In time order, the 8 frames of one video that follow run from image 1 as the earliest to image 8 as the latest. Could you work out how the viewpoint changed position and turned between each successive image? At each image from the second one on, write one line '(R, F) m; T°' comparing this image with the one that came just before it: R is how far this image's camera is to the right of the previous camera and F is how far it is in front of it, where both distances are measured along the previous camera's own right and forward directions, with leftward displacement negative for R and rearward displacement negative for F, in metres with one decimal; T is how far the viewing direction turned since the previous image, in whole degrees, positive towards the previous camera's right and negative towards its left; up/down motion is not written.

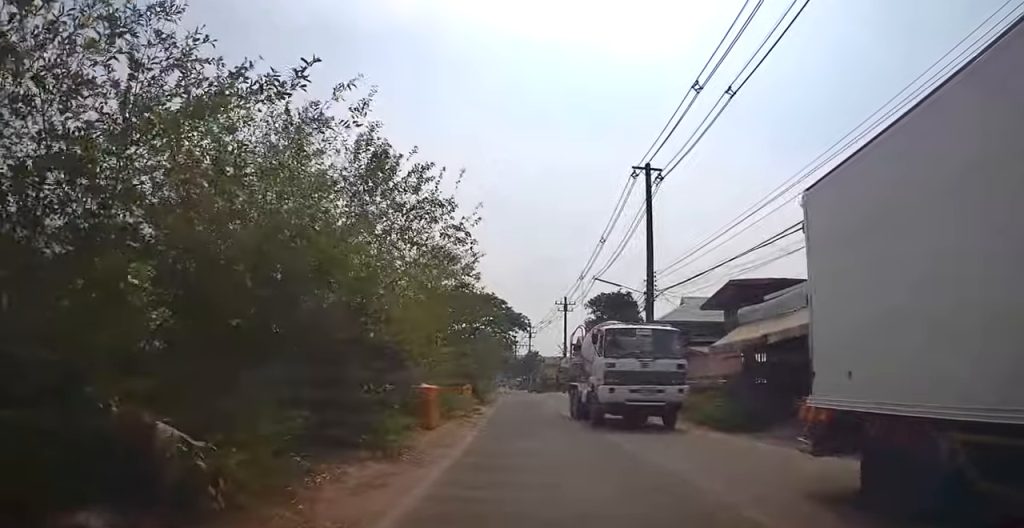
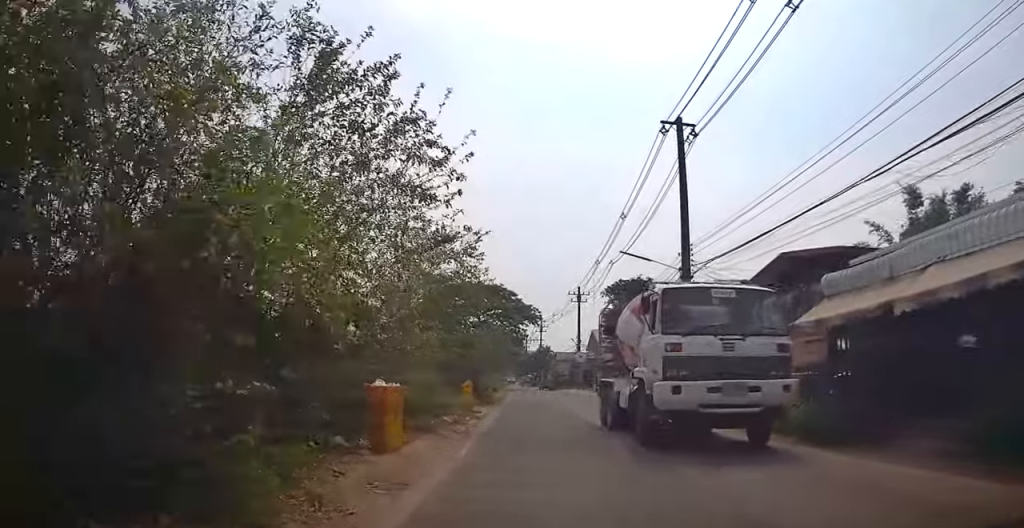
(+0.1, +4.0) m; +1°
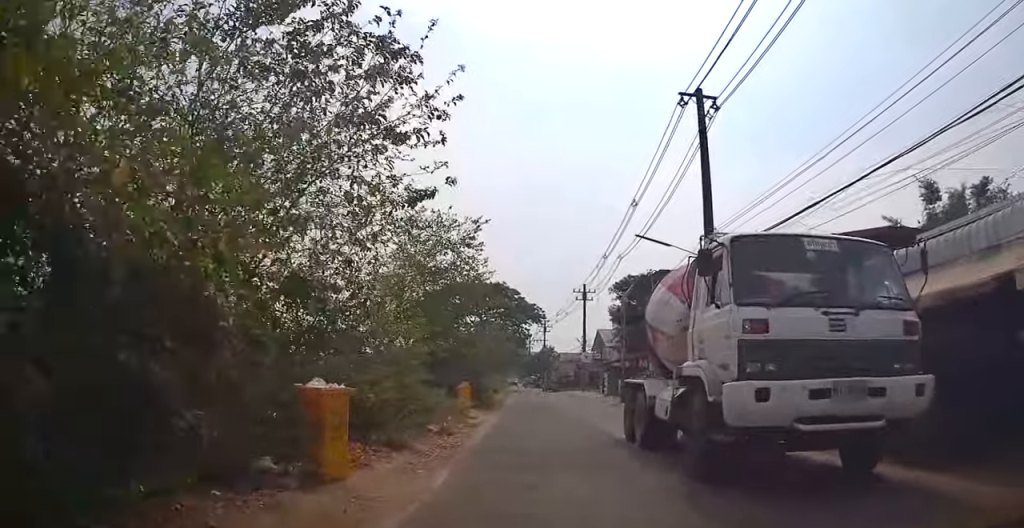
(+0.1, +2.2) m; -1°
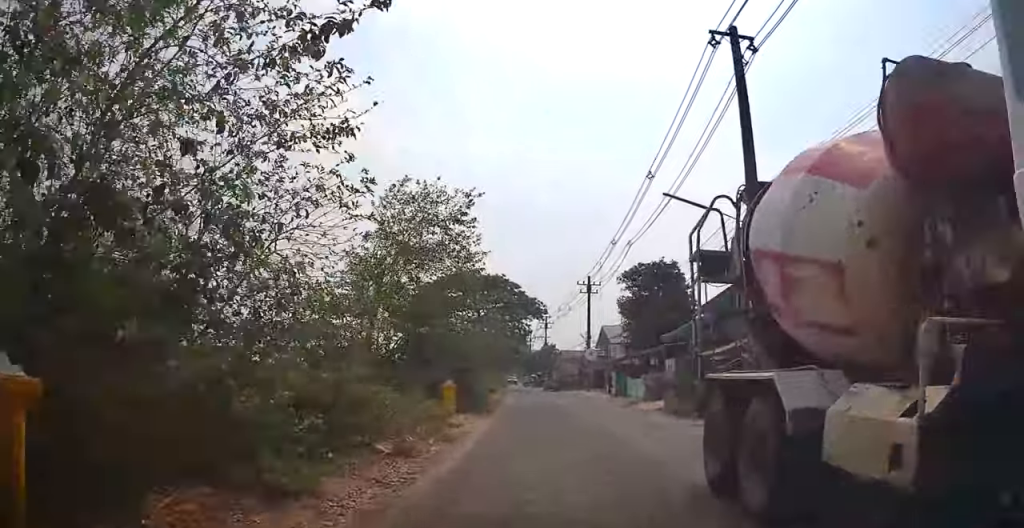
(-0.1, +3.5) m; -1°
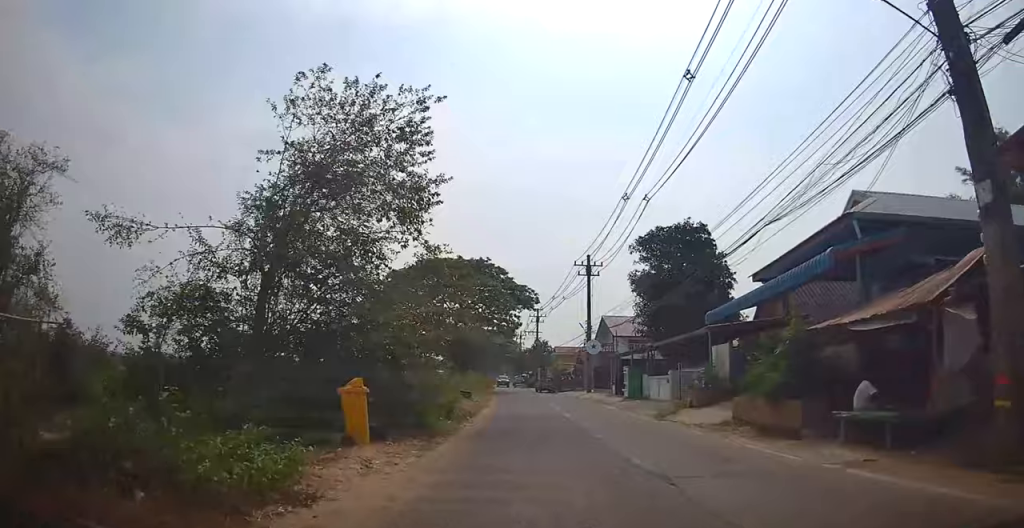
(0.0, +8.3) m; +1°
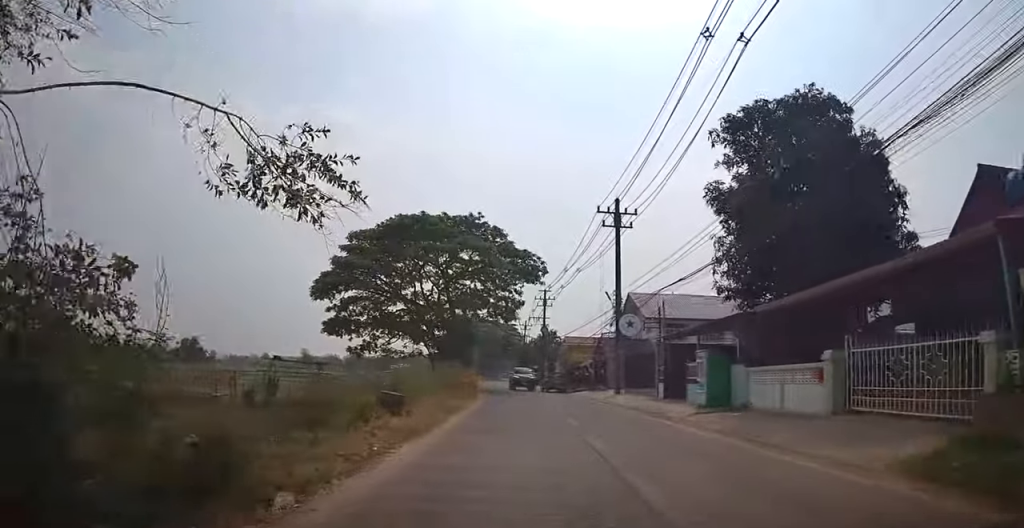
(0.0, +14.4) m; -2°
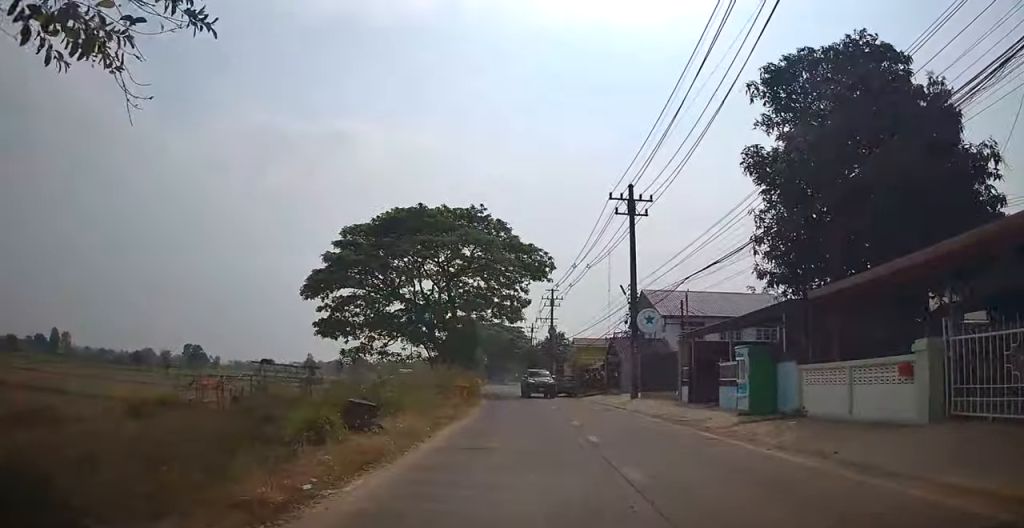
(0.0, +3.0) m; -1°
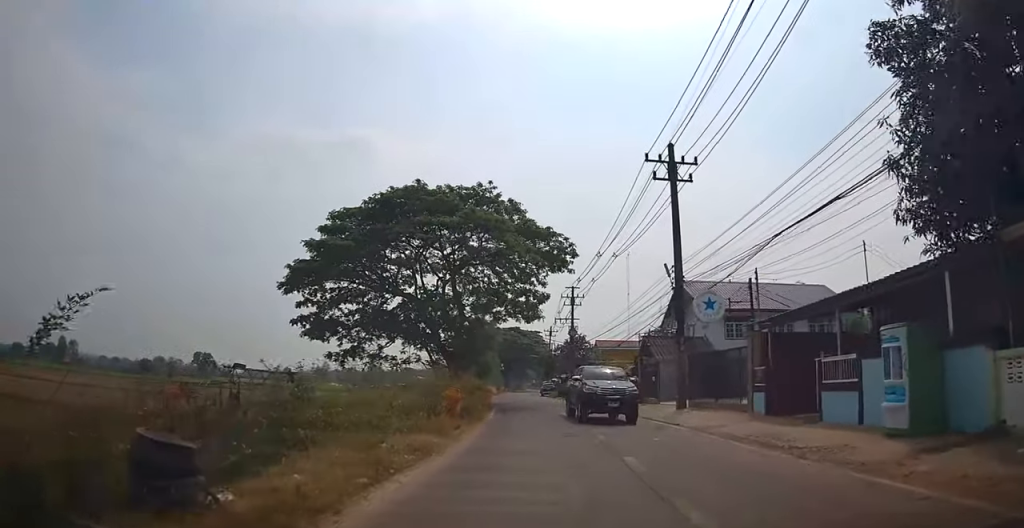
(-0.2, +6.3) m; -1°
